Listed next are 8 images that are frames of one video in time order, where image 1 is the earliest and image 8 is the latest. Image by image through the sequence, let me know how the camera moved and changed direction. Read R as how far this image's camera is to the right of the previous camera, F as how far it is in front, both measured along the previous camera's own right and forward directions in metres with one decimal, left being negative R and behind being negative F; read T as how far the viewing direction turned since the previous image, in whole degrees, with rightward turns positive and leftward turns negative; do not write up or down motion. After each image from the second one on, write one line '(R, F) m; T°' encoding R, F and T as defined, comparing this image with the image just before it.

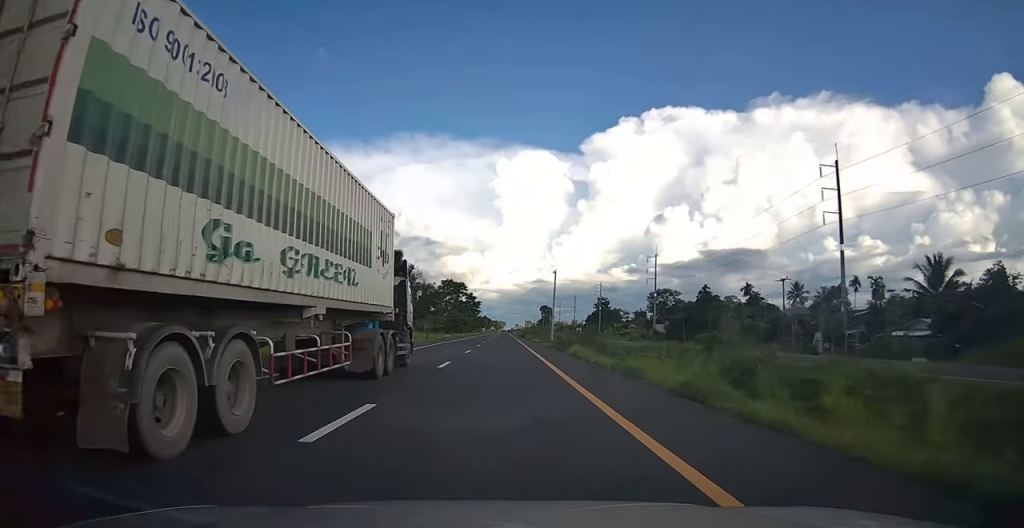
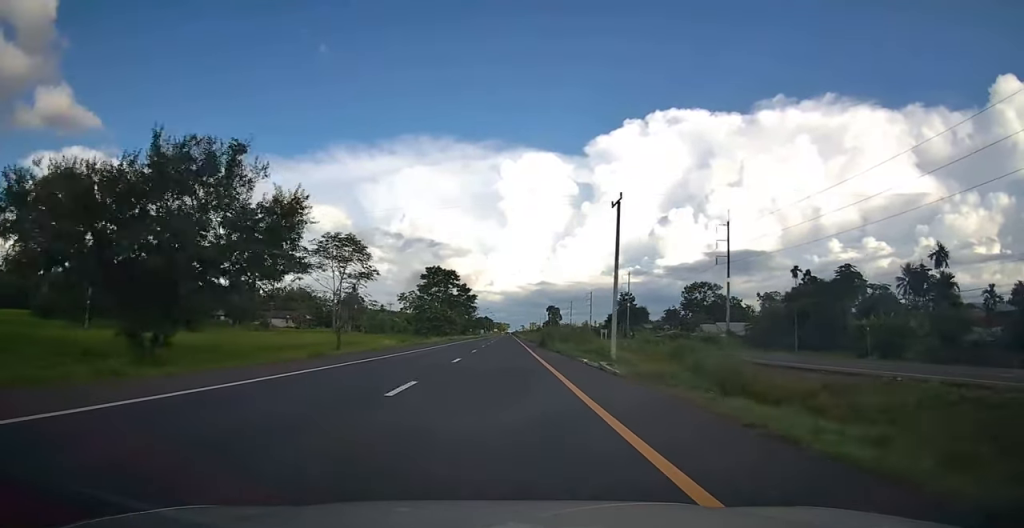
(0.0, +43.6) m; 0°
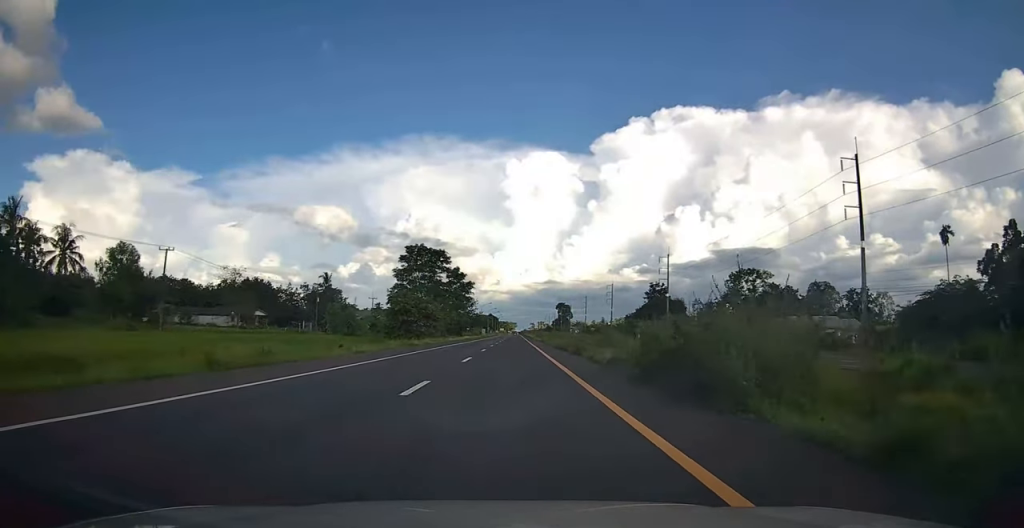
(-0.2, +36.0) m; 0°
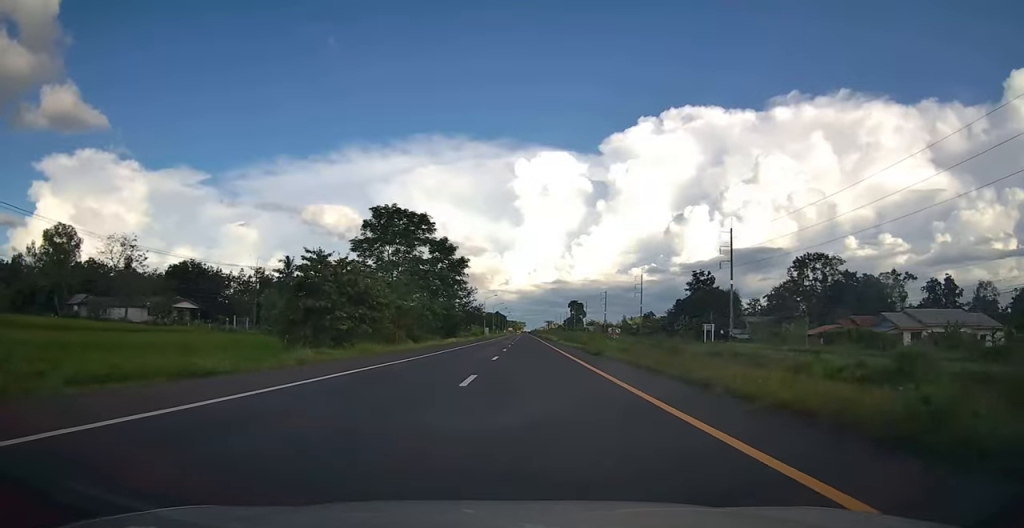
(-0.1, +33.9) m; -1°
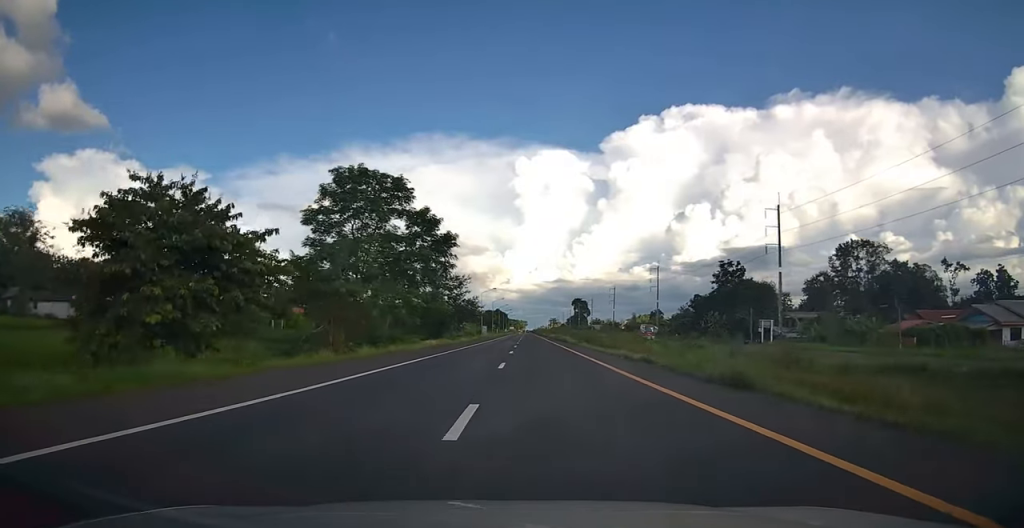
(0.0, +18.1) m; -1°
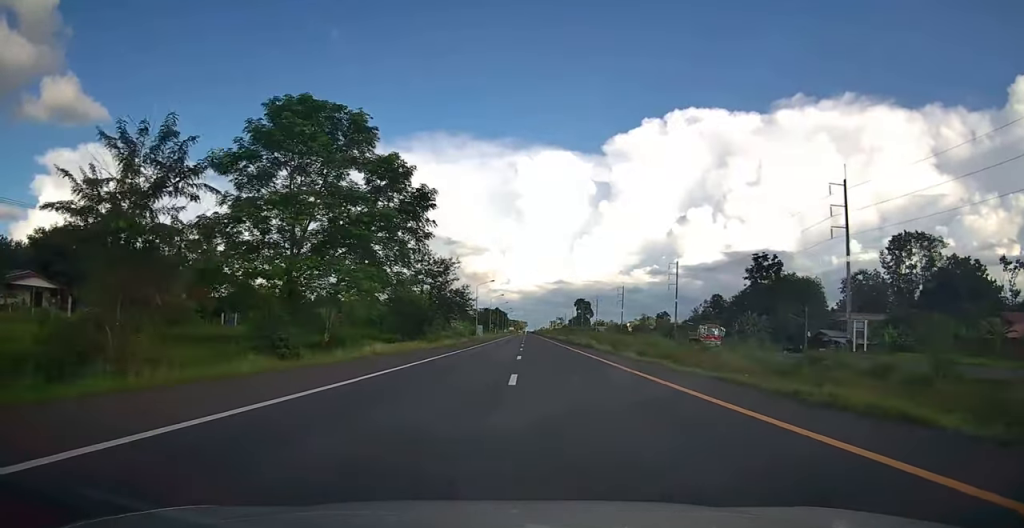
(-0.3, +17.6) m; 0°
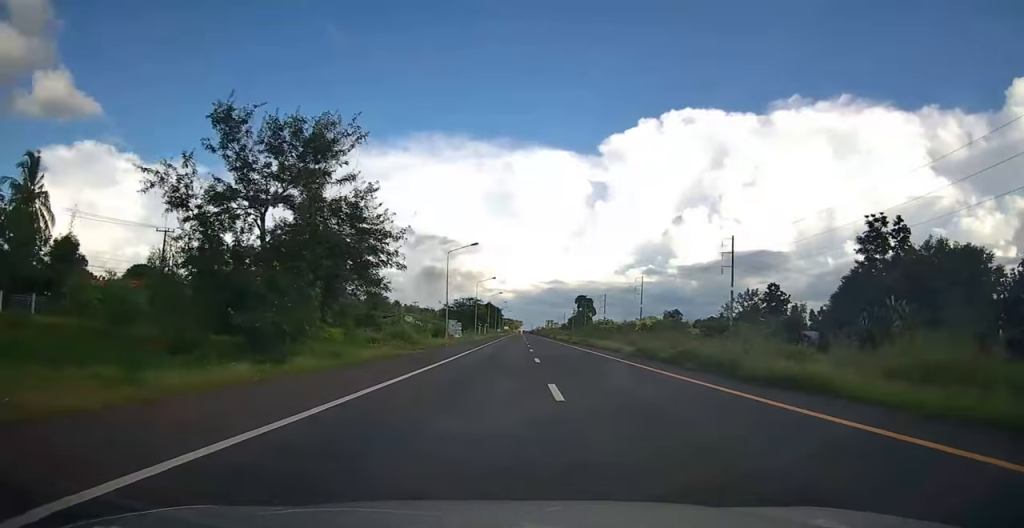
(+0.1, +38.6) m; 0°
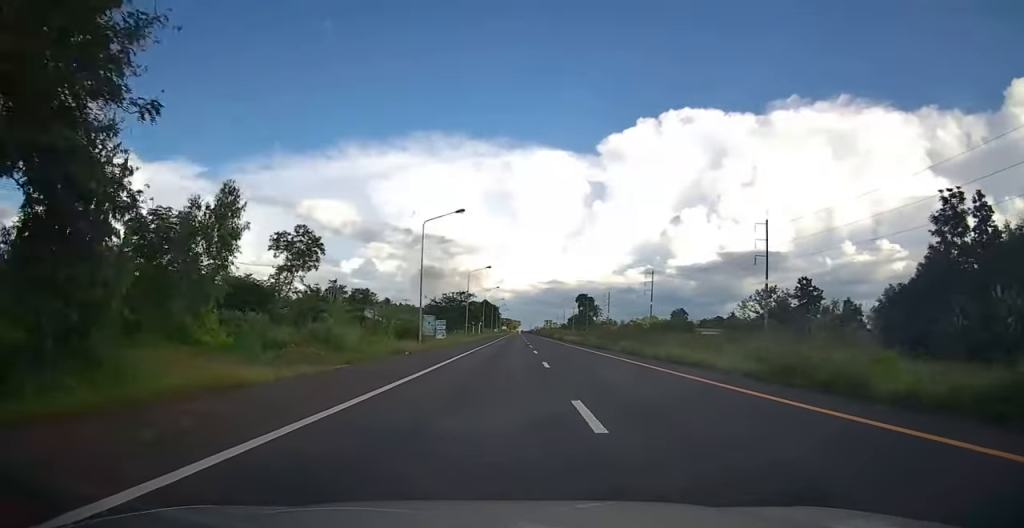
(-0.1, +15.7) m; 0°
